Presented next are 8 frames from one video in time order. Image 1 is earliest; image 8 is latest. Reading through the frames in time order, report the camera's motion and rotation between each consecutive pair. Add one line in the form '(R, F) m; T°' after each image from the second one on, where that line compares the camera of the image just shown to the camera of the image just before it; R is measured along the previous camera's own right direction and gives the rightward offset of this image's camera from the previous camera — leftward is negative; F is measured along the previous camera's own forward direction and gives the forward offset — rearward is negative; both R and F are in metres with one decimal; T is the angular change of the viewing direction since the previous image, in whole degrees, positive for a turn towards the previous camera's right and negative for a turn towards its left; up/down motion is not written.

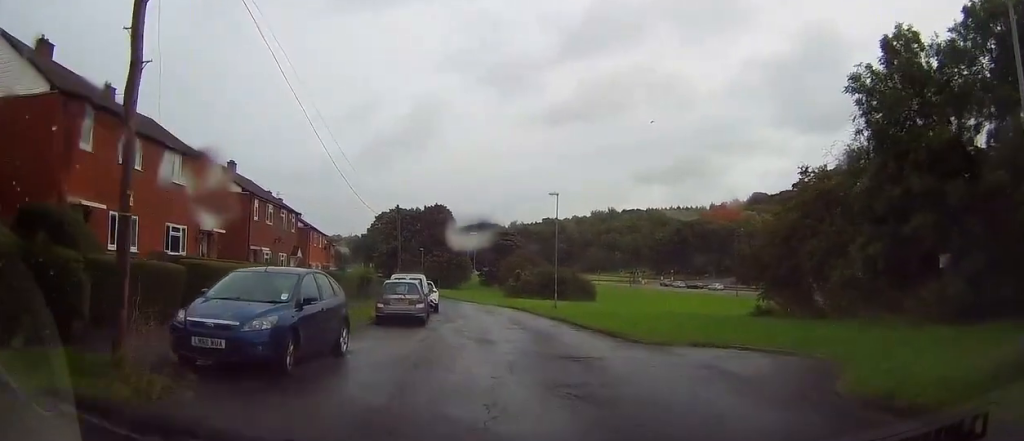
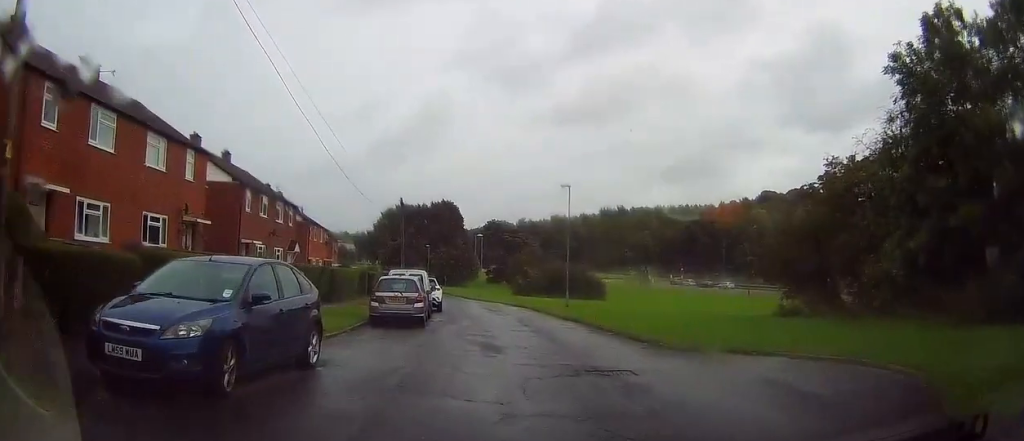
(-0.1, +2.4) m; 0°
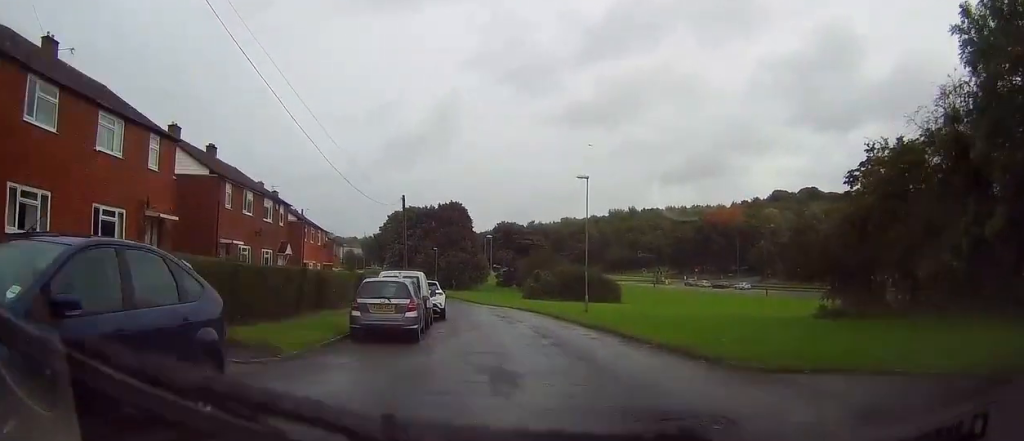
(-0.1, +3.9) m; +4°
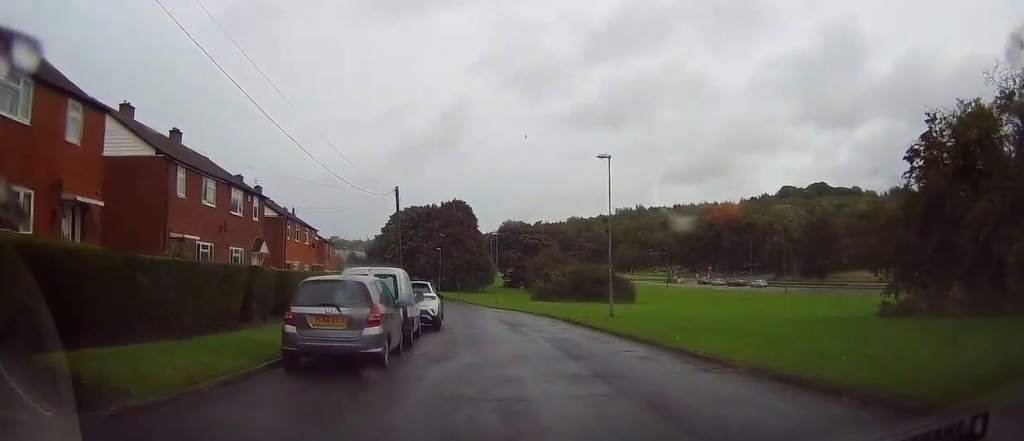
(+0.5, +5.5) m; +1°
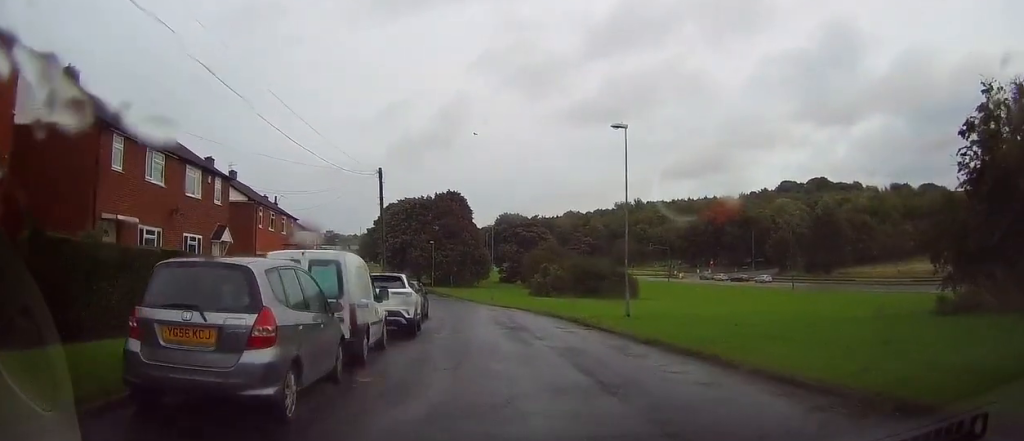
(-0.3, +4.6) m; 0°
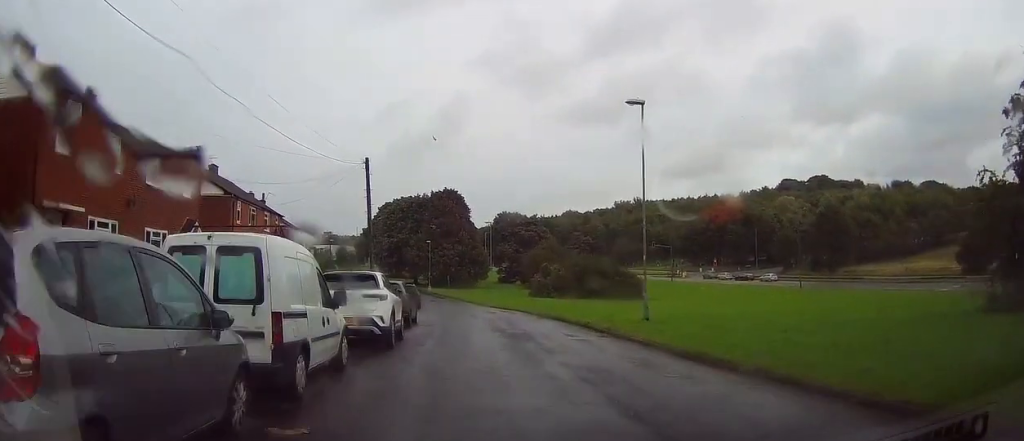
(+0.1, +3.3) m; 0°
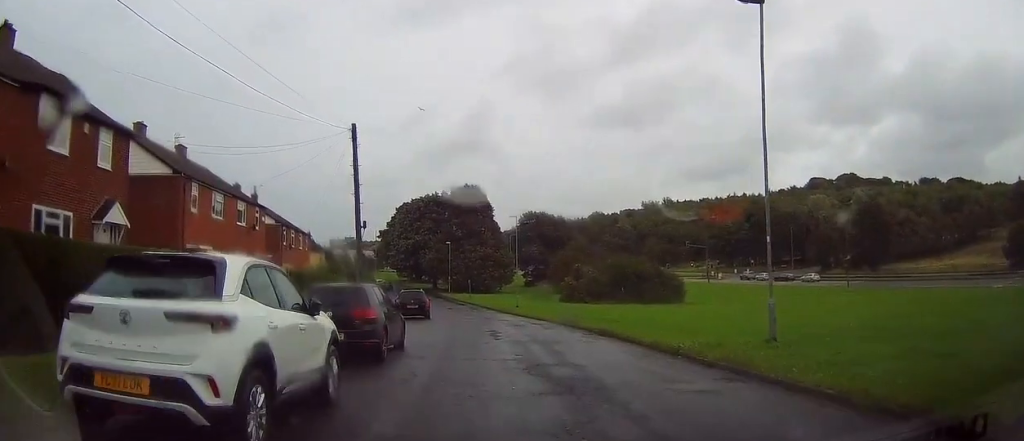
(-0.2, +8.7) m; -6°
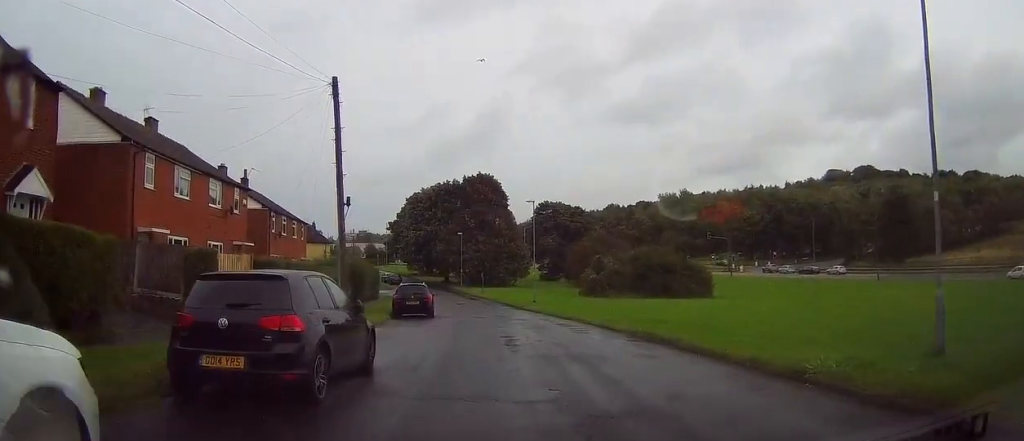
(0.0, +5.4) m; 0°
